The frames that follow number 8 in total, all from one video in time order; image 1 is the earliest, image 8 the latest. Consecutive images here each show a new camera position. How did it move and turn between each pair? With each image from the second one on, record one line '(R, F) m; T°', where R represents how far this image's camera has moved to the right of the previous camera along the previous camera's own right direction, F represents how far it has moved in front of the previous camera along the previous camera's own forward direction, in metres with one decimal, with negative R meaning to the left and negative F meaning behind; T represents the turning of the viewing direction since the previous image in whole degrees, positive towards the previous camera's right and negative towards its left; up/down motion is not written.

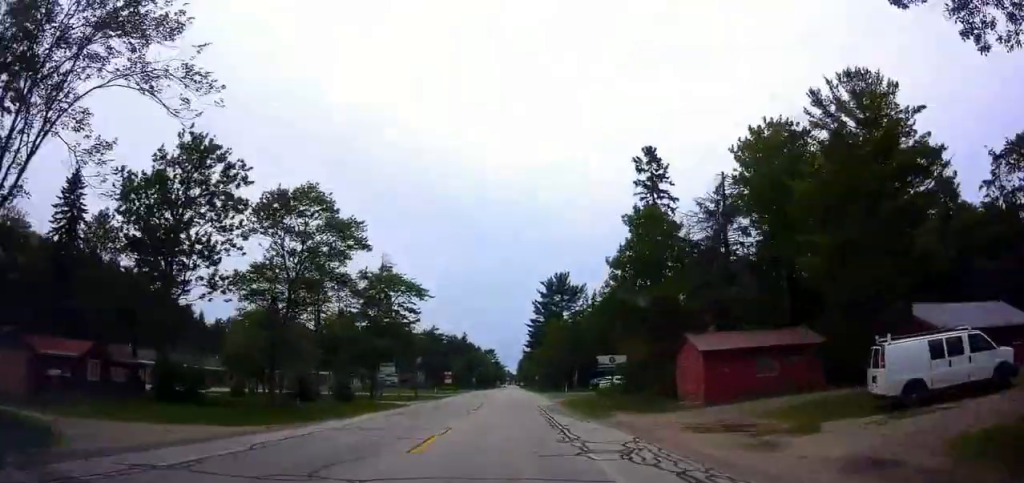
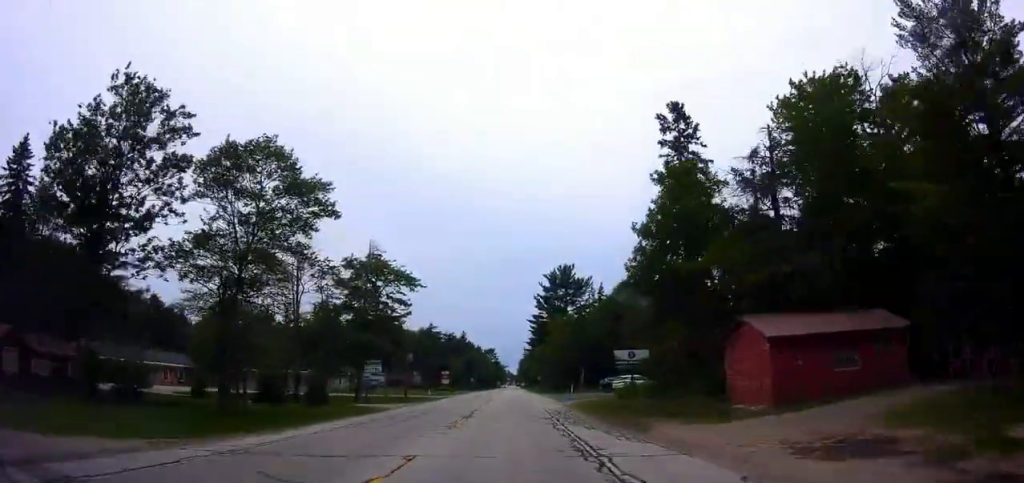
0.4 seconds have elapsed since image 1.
(+0.2, +7.5) m; 0°
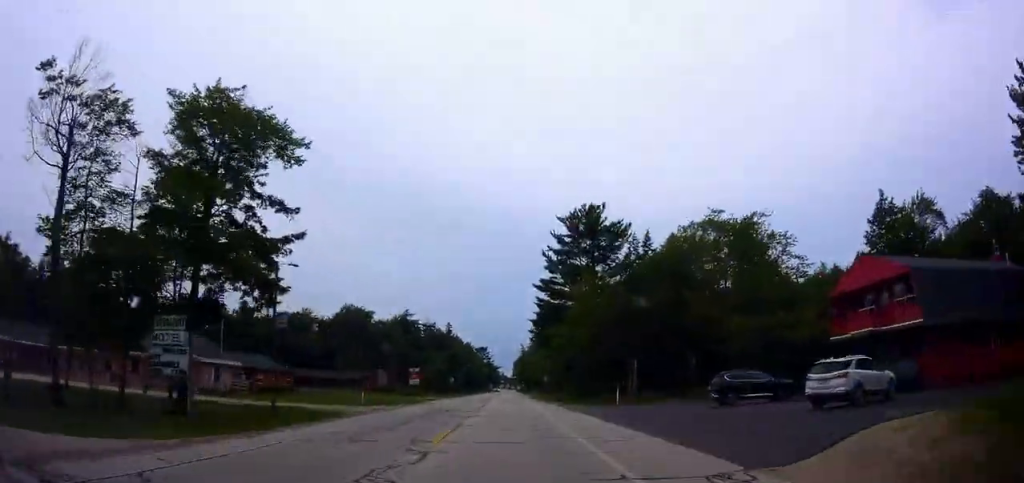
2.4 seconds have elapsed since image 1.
(+0.1, +37.7) m; +1°
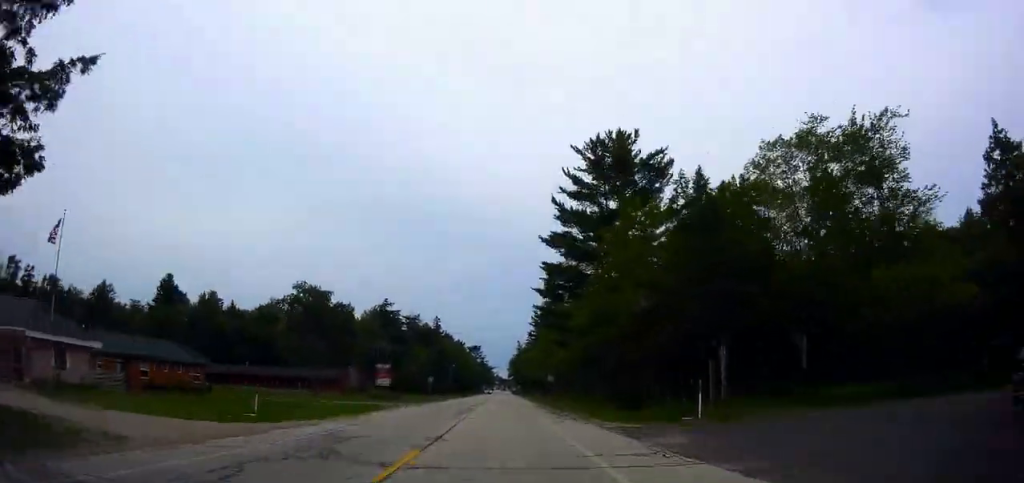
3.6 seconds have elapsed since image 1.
(+0.3, +20.5) m; 0°
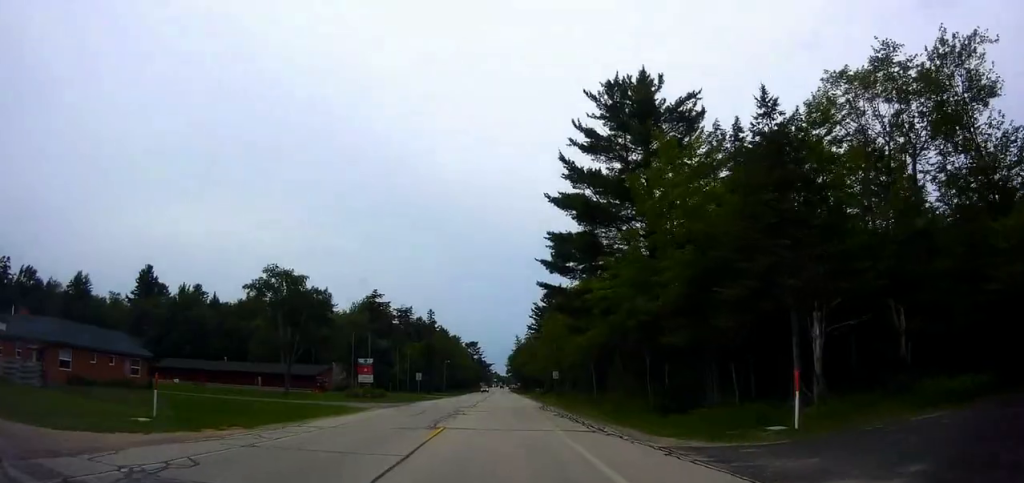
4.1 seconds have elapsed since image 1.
(0.0, +9.0) m; -1°
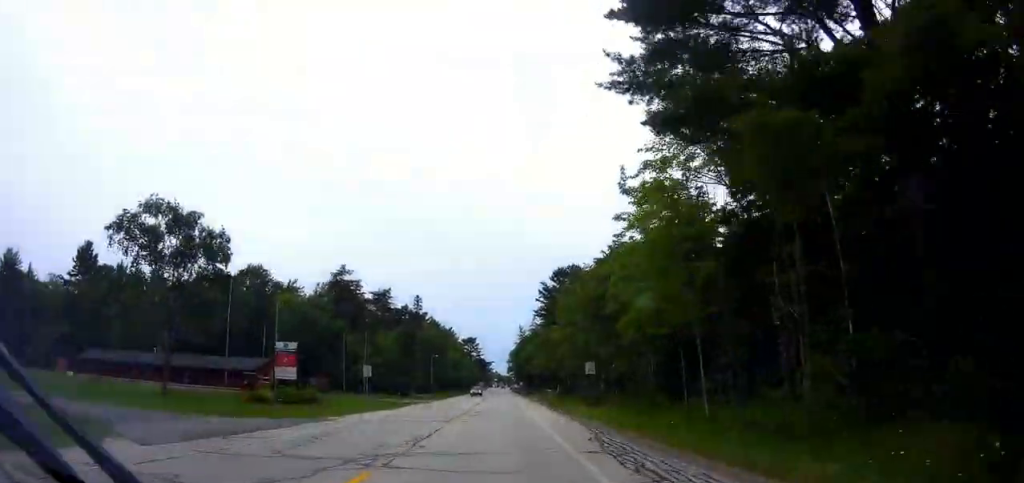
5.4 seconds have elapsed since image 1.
(-0.2, +24.4) m; +1°
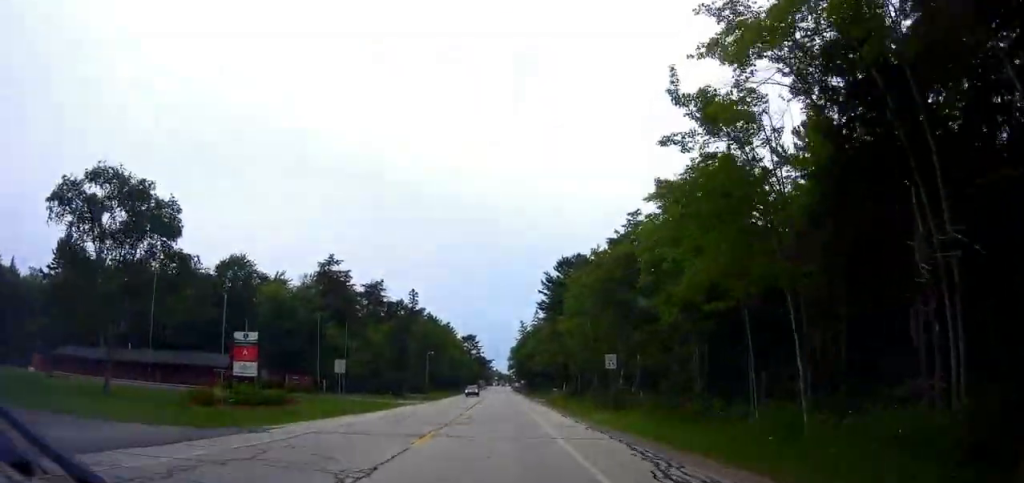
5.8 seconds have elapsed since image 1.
(+0.1, +7.1) m; +1°
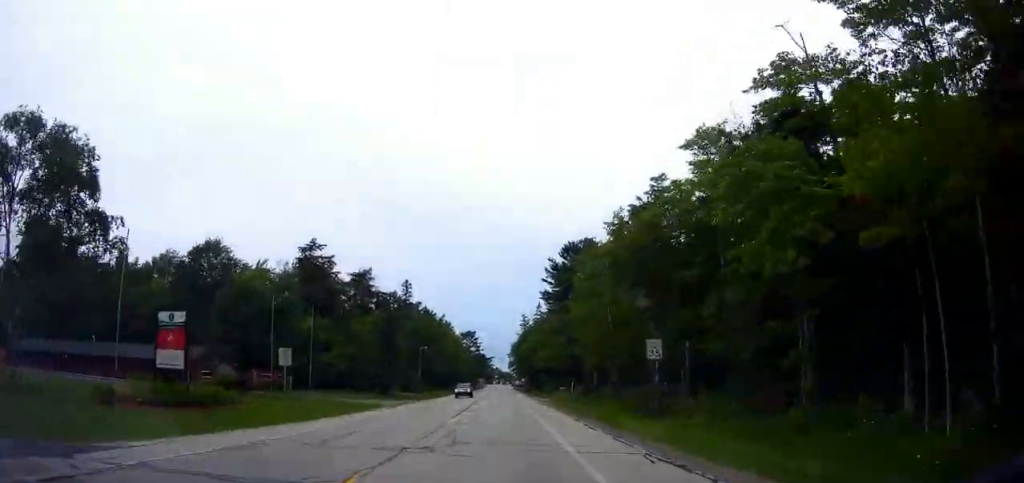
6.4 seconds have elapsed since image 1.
(0.0, +8.9) m; 0°
